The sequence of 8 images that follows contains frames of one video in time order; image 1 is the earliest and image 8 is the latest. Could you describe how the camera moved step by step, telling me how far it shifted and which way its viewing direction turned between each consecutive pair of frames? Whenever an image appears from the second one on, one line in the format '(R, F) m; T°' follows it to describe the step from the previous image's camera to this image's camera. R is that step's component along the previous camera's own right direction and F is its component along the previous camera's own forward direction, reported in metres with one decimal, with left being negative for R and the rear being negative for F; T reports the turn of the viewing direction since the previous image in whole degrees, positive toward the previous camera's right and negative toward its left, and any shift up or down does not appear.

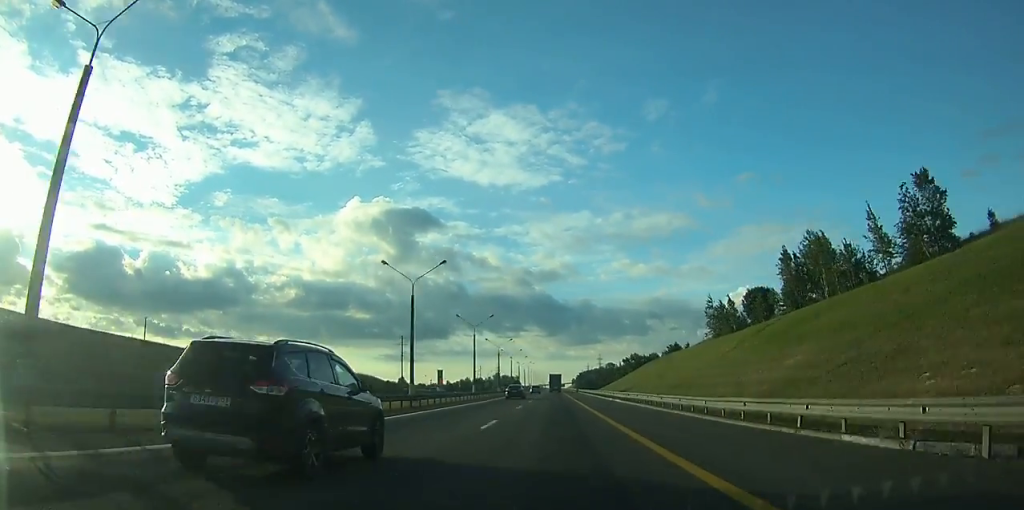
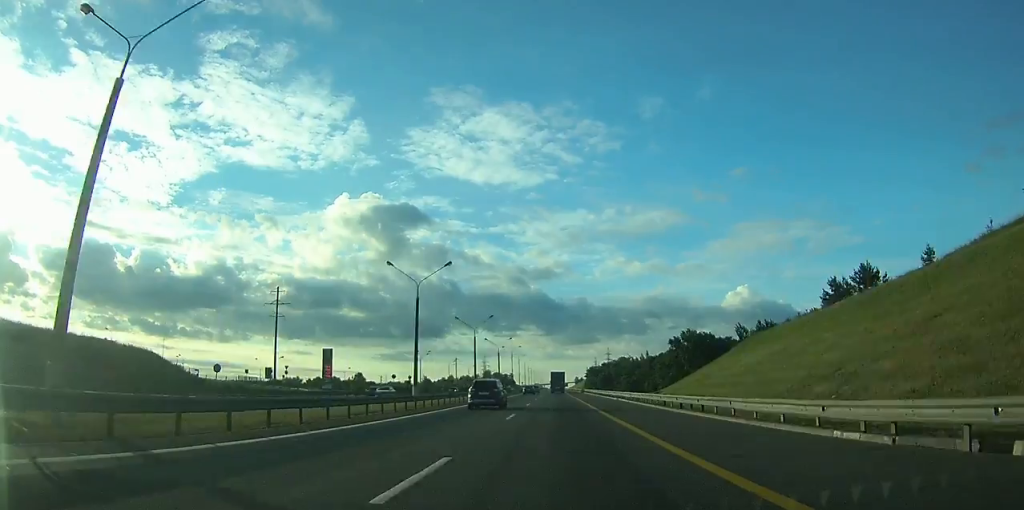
(+0.1, +118.1) m; 0°
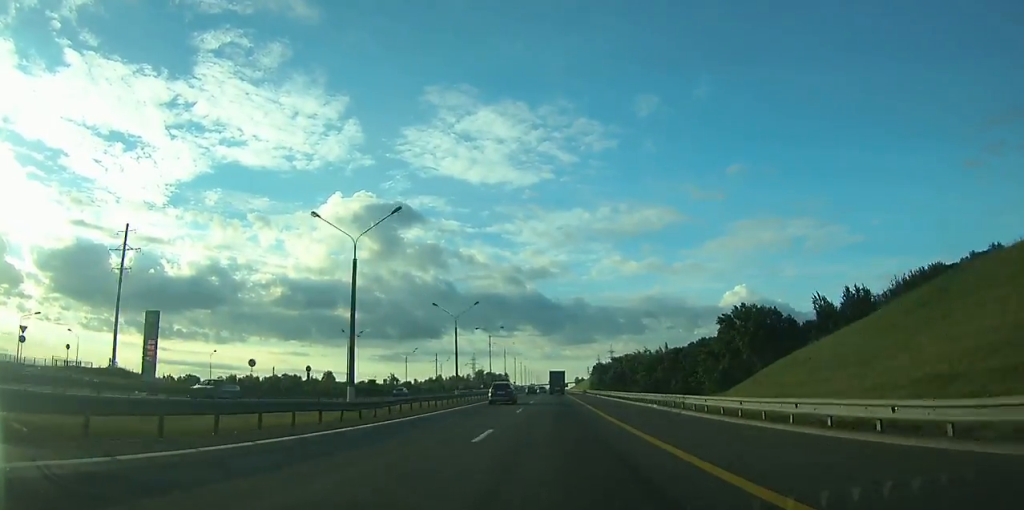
(+0.2, +54.0) m; 0°
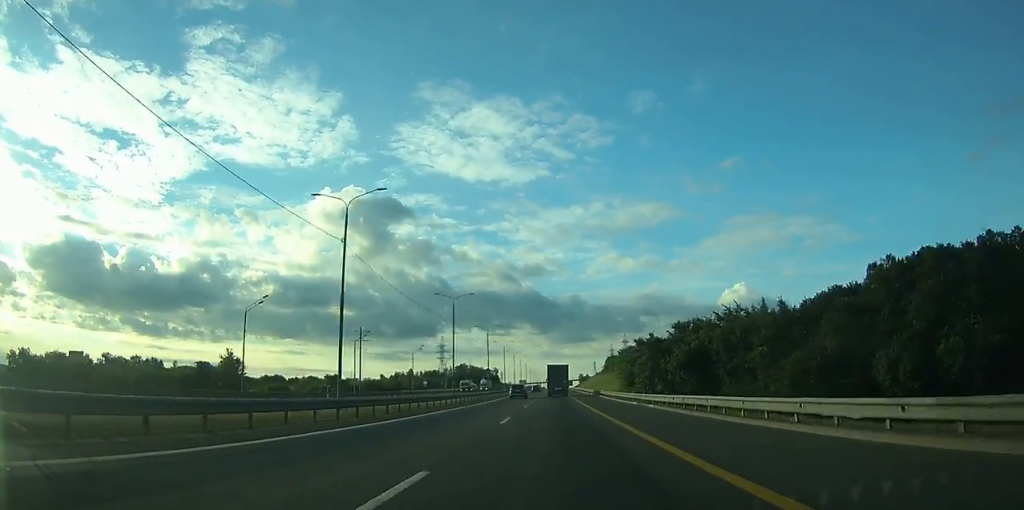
(-0.2, +110.5) m; 0°
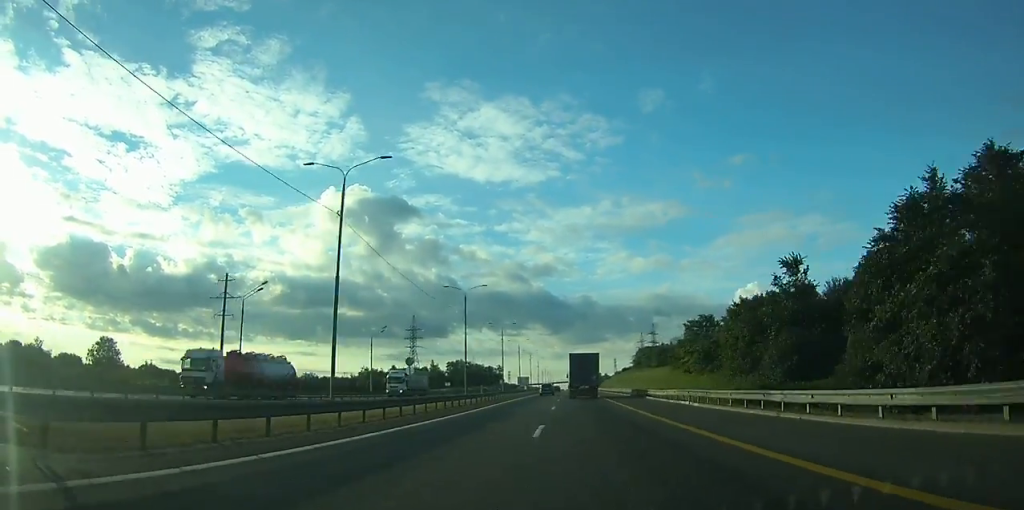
(-0.3, +81.1) m; 0°
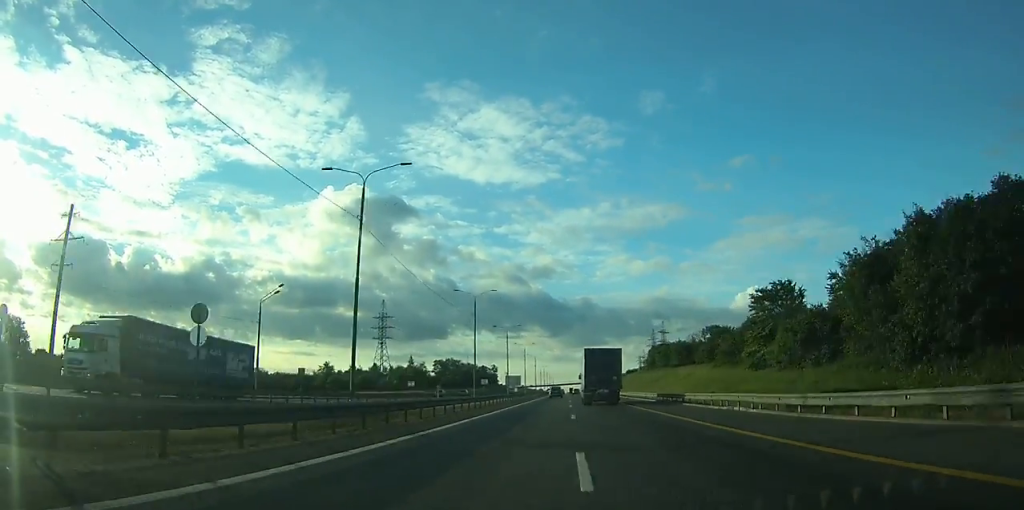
(-0.2, +38.5) m; 0°
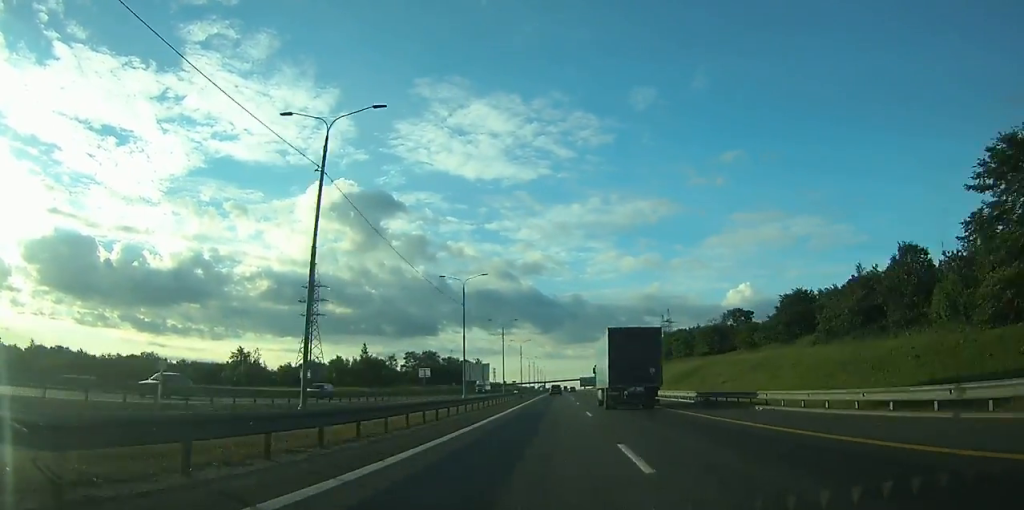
(+0.1, +48.3) m; 0°
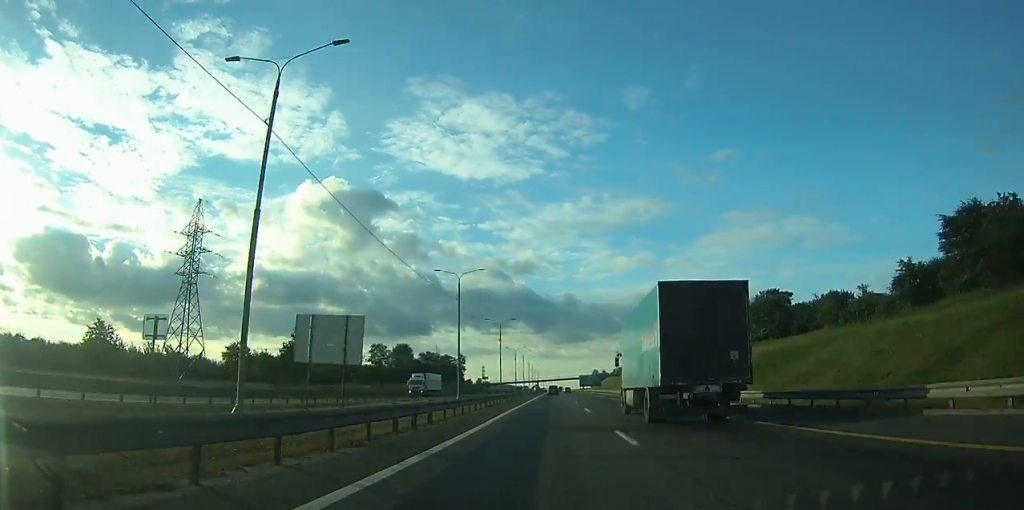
(-0.1, +48.5) m; 0°
